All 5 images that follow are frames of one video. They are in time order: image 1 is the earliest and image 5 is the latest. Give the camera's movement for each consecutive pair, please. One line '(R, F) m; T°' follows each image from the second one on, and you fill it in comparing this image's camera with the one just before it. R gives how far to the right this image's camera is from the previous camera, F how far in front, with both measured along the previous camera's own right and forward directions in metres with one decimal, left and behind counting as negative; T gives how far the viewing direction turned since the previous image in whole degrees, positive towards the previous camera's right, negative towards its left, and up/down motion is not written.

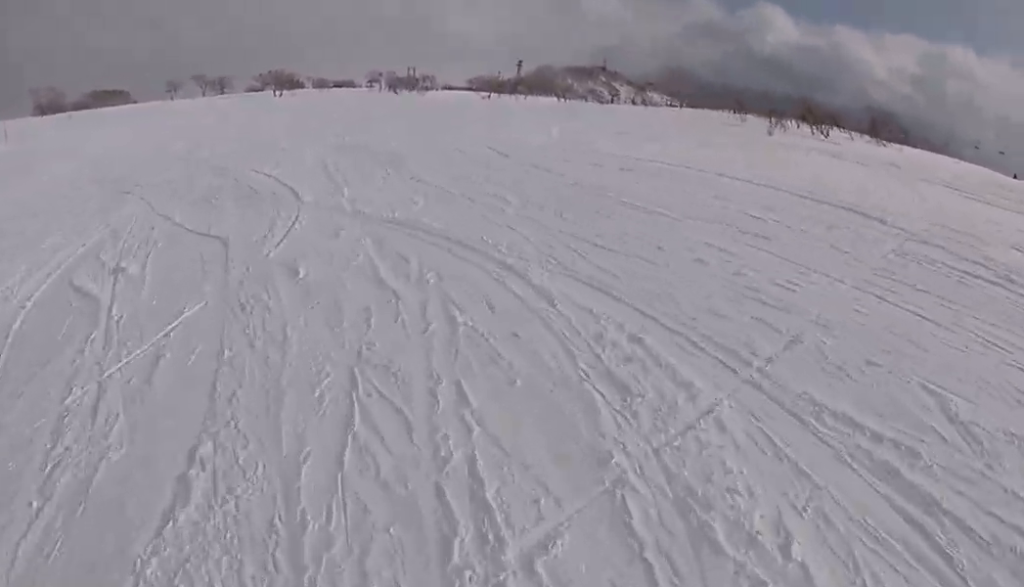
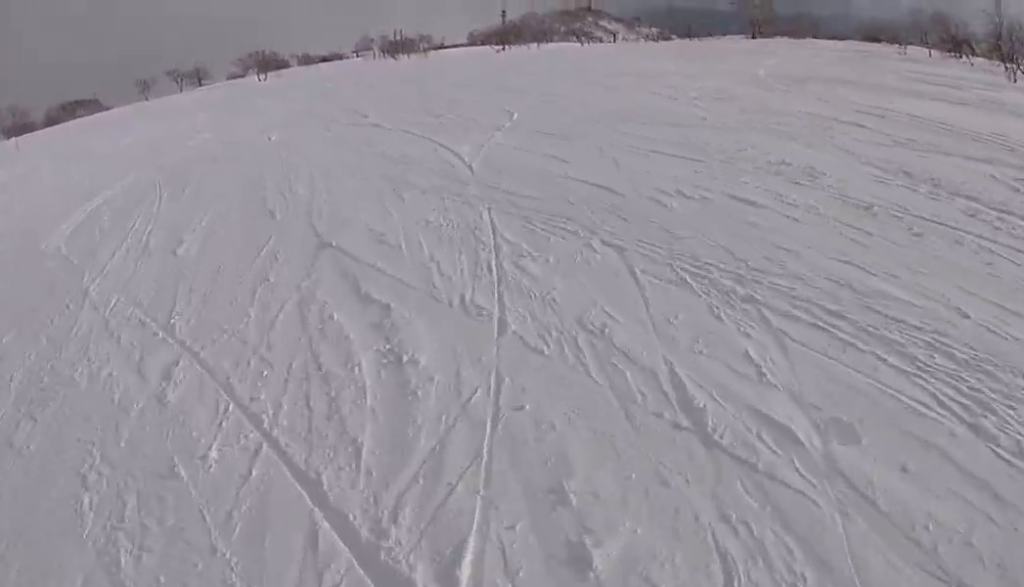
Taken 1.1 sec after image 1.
(-0.1, +13.5) m; -9°
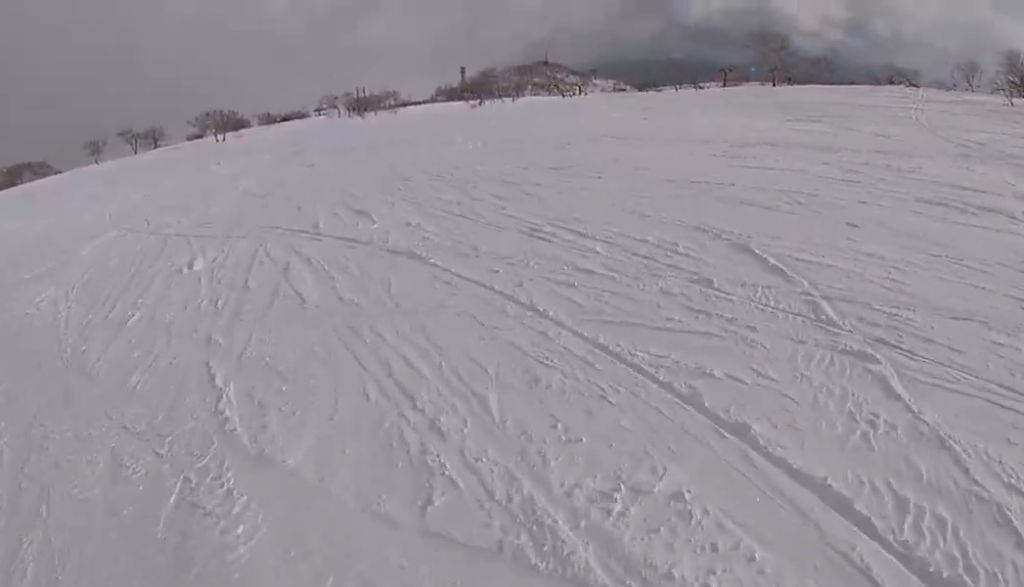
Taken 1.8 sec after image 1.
(-1.4, +9.5) m; 0°
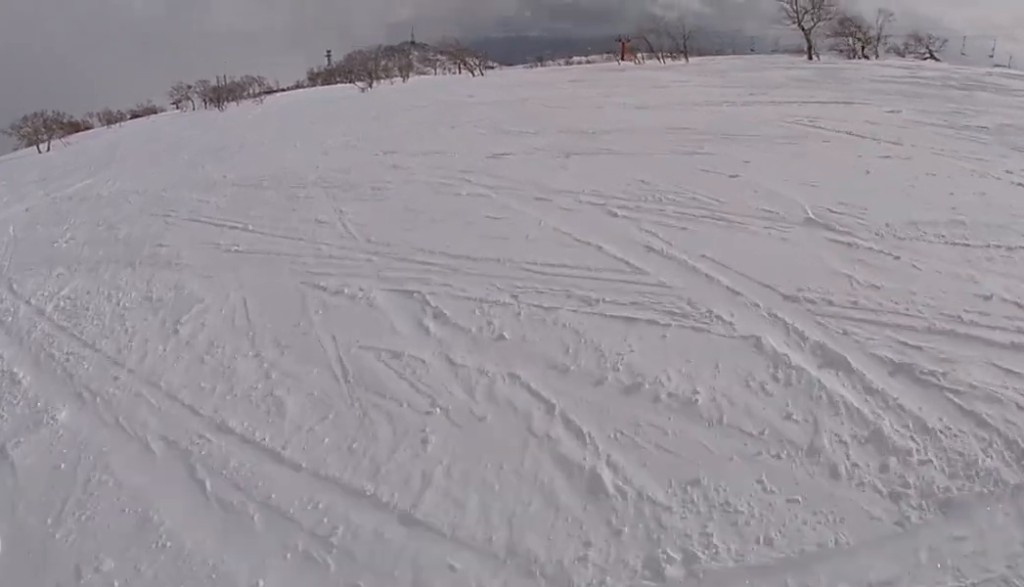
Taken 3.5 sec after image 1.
(+1.9, +19.6) m; +9°
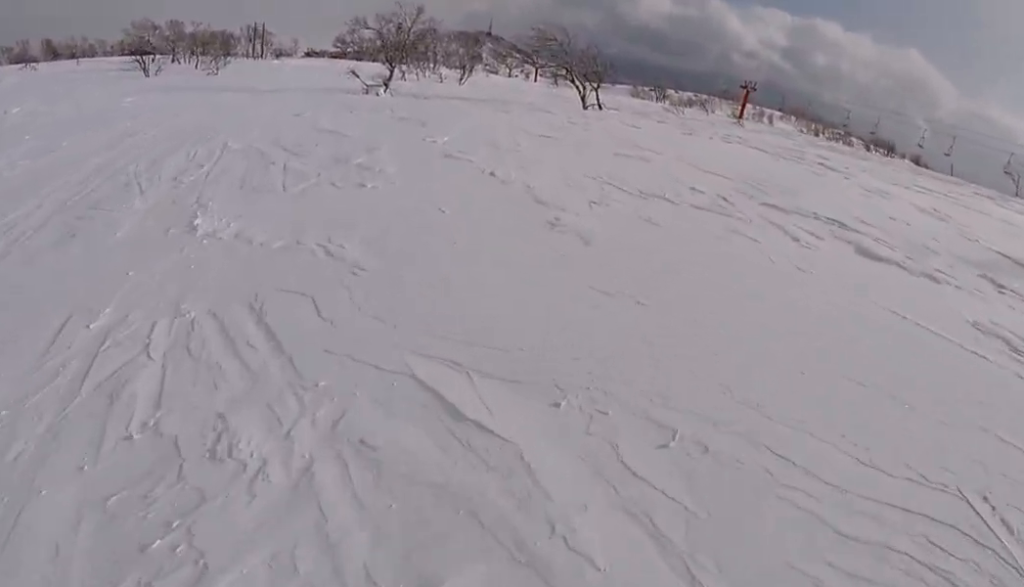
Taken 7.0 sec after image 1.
(+8.8, +34.8) m; +24°
